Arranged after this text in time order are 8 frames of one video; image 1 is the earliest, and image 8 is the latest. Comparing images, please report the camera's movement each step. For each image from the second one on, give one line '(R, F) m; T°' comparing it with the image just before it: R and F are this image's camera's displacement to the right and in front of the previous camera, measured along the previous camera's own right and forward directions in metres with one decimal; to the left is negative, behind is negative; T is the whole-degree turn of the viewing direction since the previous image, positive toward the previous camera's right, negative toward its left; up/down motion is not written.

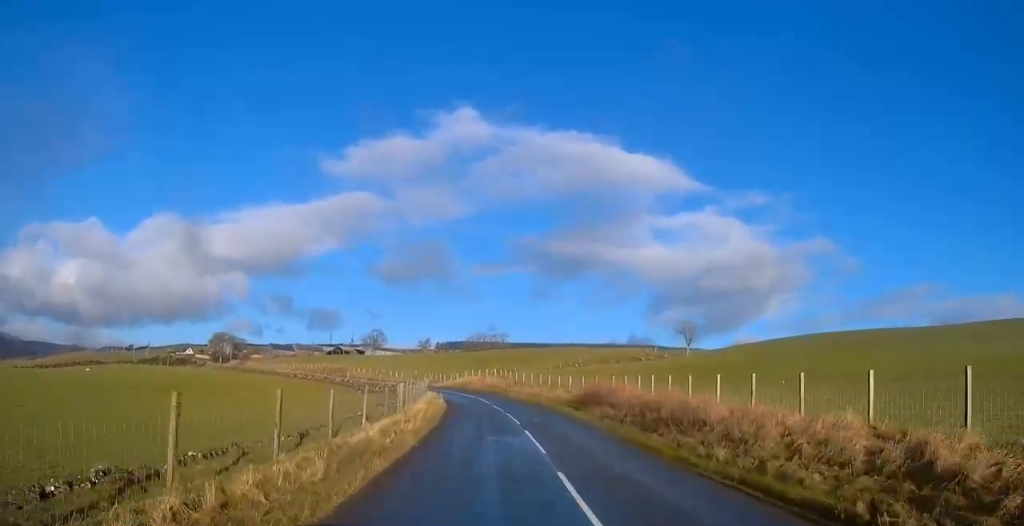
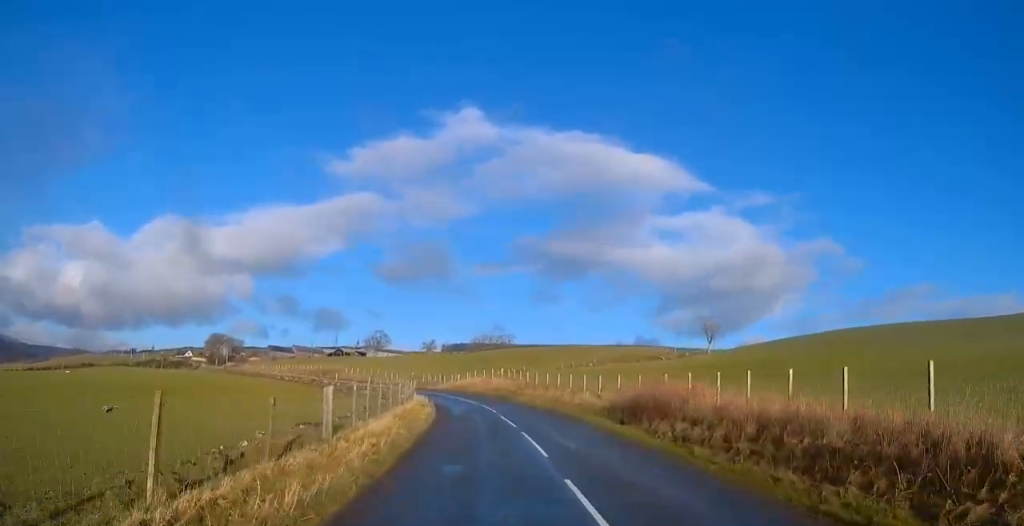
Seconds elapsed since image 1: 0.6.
(0.0, +10.1) m; 0°
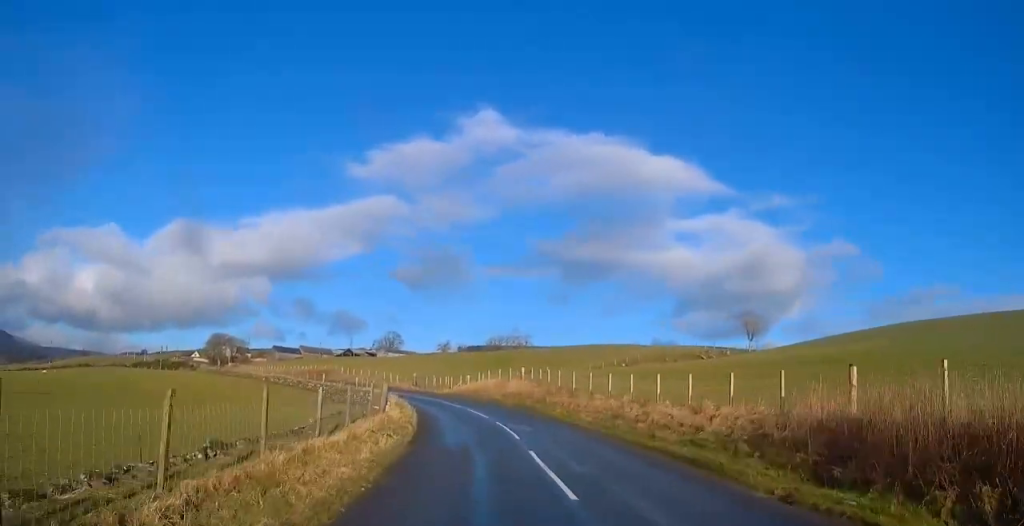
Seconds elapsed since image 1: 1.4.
(0.0, +13.5) m; 0°
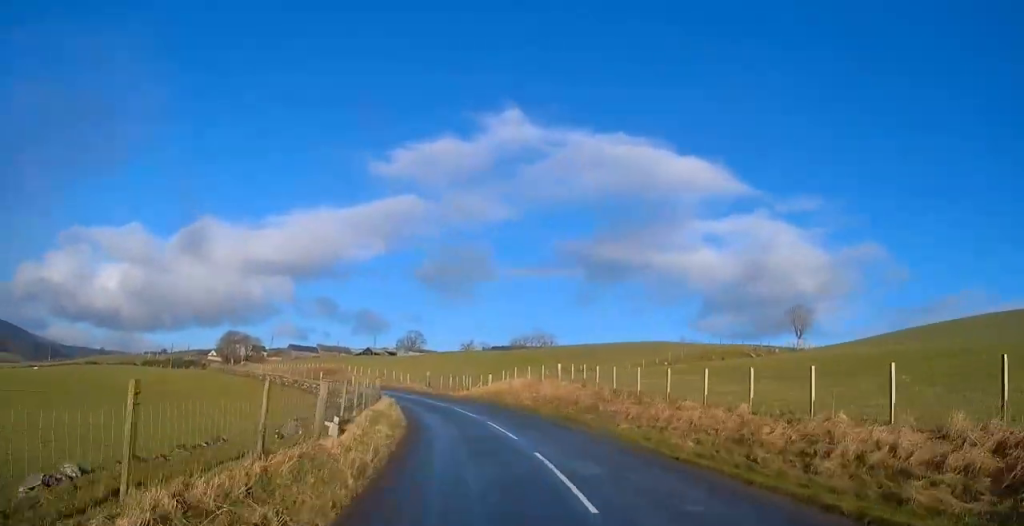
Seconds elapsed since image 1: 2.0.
(0.0, +10.1) m; 0°
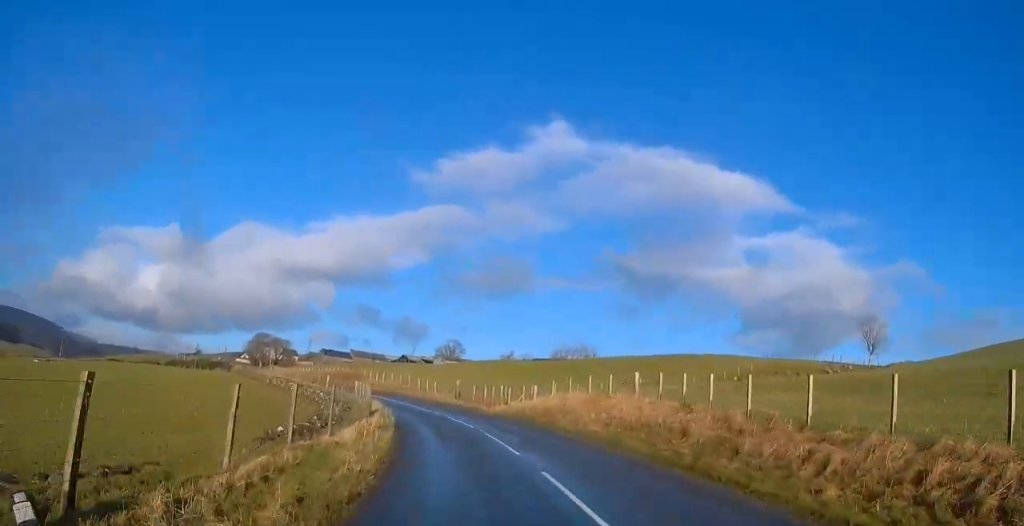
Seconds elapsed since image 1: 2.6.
(0.0, +10.6) m; 0°
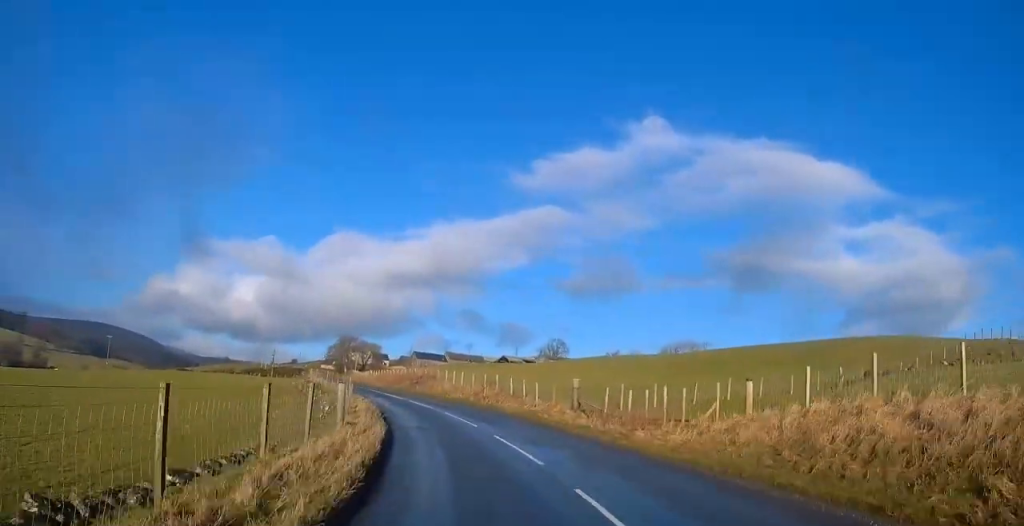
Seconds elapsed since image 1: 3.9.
(-0.1, +20.5) m; -5°
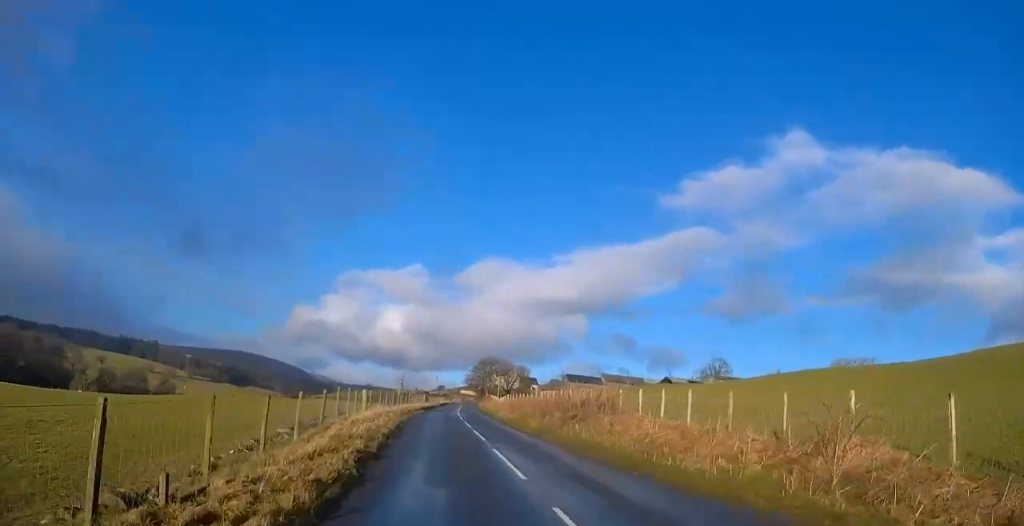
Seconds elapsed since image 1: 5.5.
(-4.4, +26.8) m; -18°
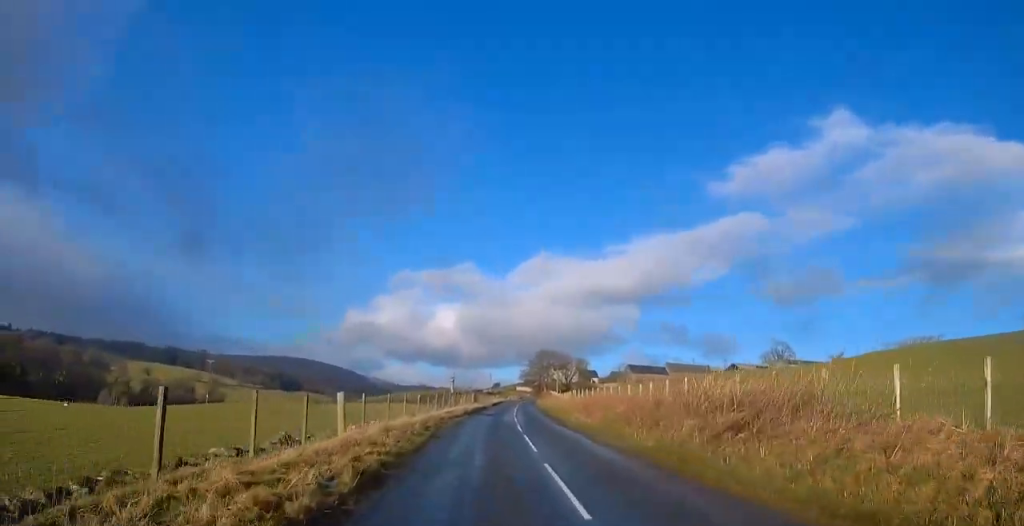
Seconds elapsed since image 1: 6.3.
(-0.3, +12.7) m; -4°
